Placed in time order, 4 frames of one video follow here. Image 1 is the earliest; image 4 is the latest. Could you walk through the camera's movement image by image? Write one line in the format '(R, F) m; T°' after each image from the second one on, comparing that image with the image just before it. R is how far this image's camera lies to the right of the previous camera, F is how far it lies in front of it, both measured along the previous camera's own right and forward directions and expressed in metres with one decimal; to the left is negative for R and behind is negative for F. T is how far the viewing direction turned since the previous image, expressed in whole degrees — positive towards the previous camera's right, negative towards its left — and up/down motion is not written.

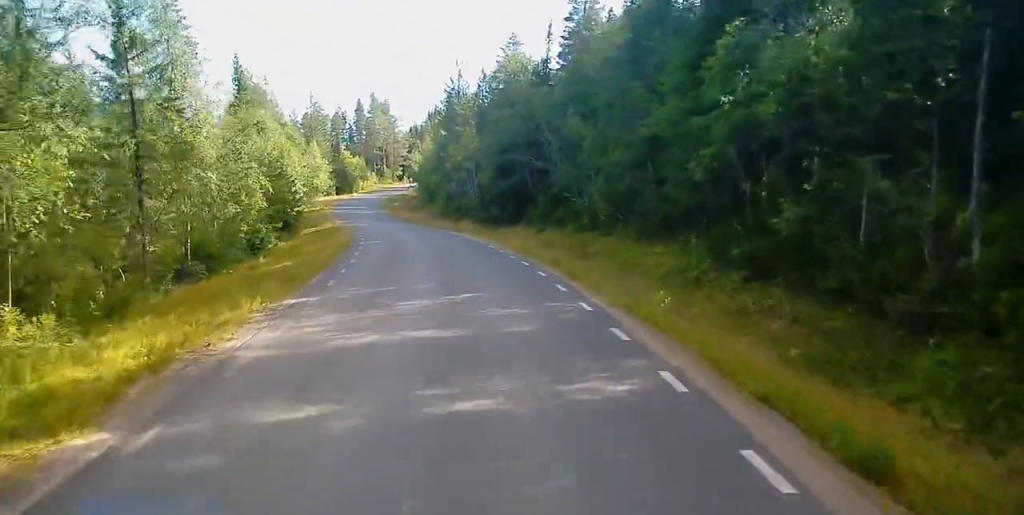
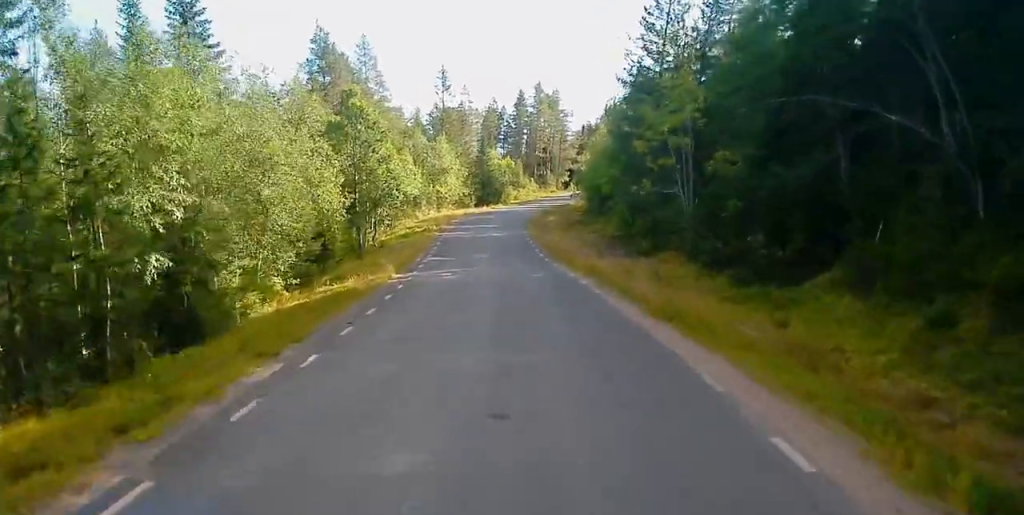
(-4.5, +34.9) m; -12°
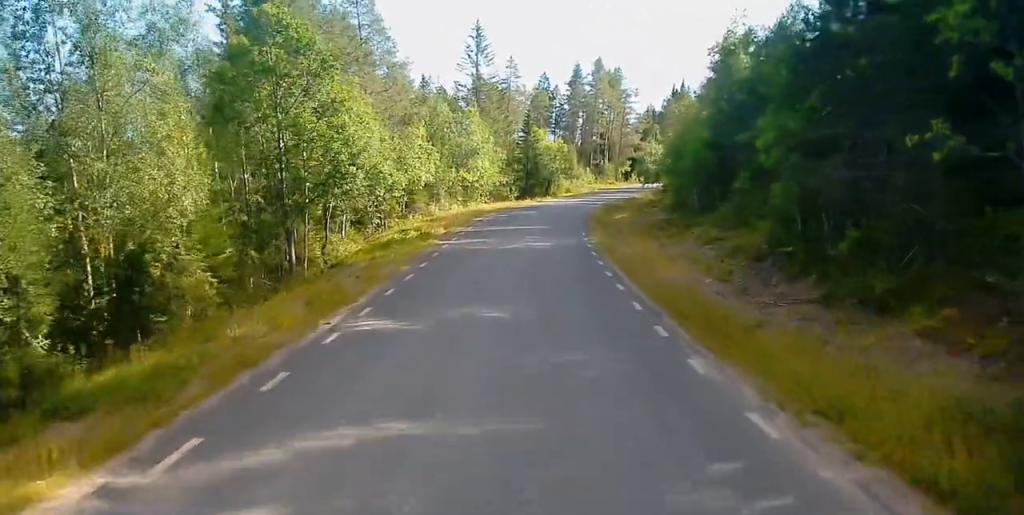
(+0.2, +23.0) m; +1°
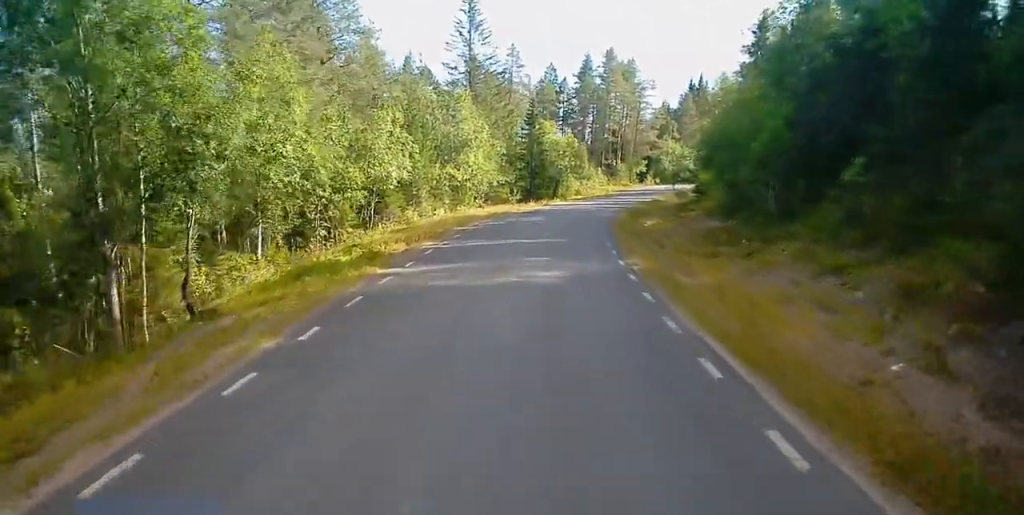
(0.0, +12.9) m; 0°
